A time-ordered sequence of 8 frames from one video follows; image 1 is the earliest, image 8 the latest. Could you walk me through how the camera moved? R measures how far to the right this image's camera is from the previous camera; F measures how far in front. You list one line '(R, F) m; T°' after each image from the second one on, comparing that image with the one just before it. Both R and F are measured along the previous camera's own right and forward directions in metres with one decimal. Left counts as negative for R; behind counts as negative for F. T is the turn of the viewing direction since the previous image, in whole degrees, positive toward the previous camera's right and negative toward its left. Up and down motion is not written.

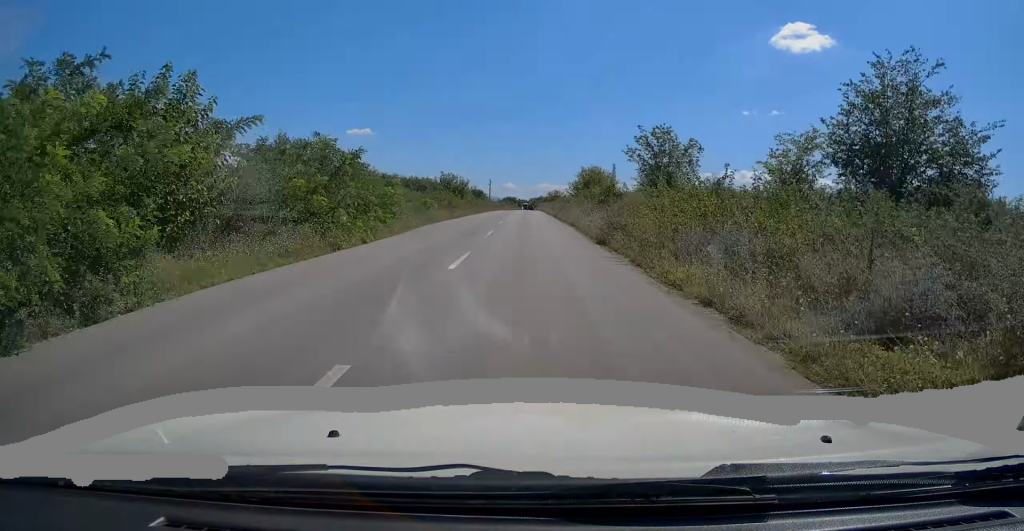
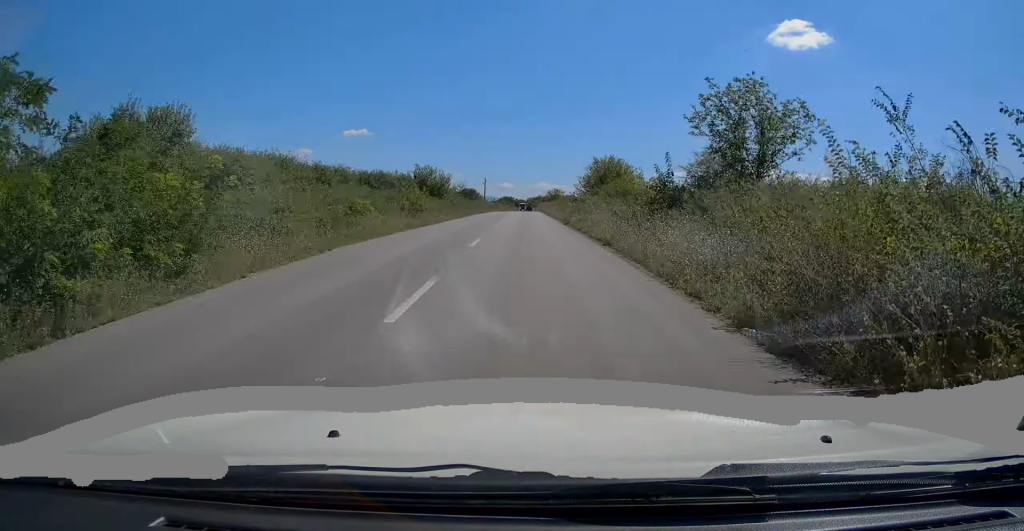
(0.0, +13.5) m; 0°
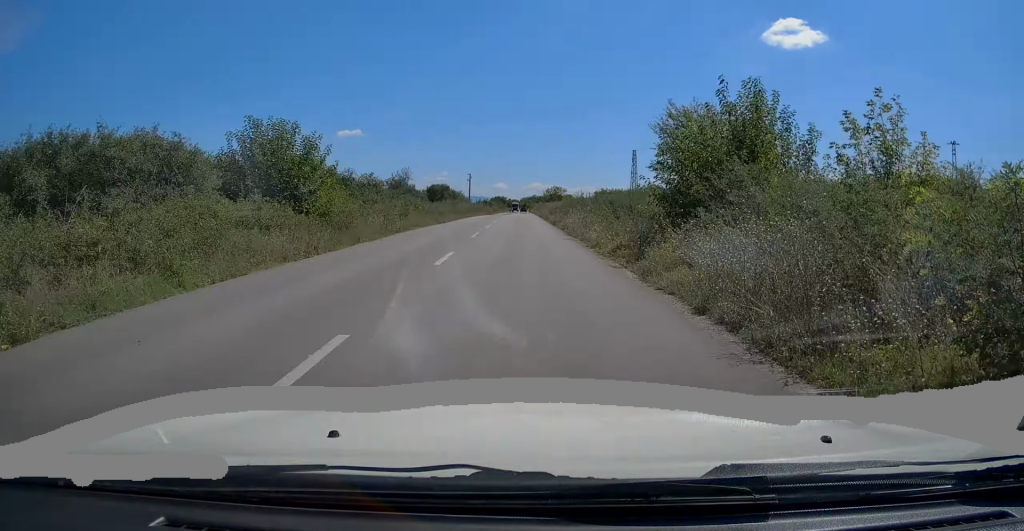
(-0.1, +30.5) m; 0°
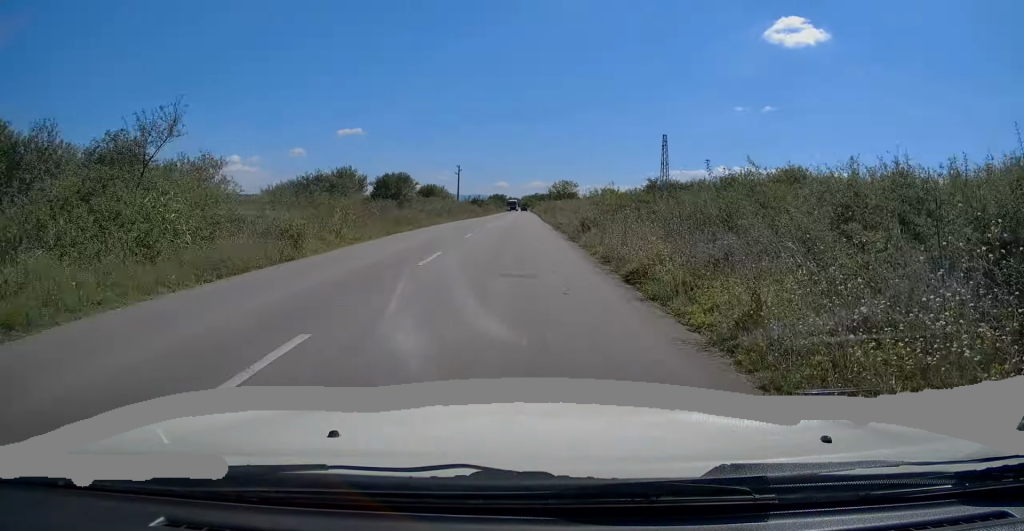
(0.0, +26.5) m; 0°
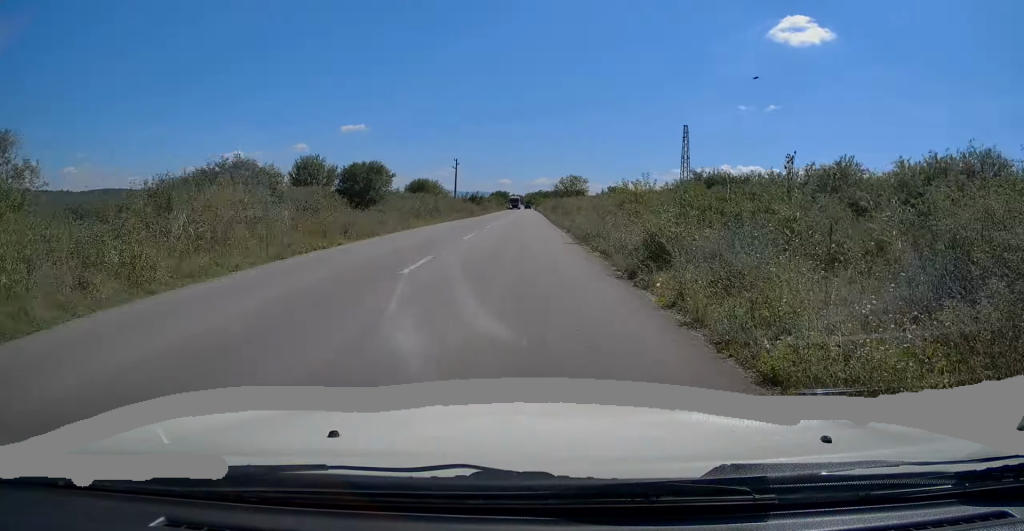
(0.0, +10.5) m; 0°
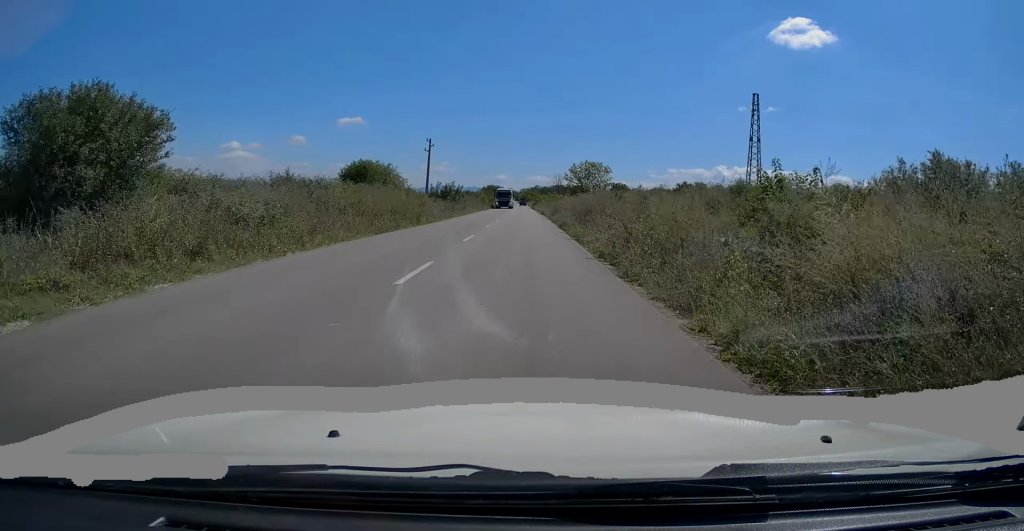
(0.0, +27.8) m; 0°
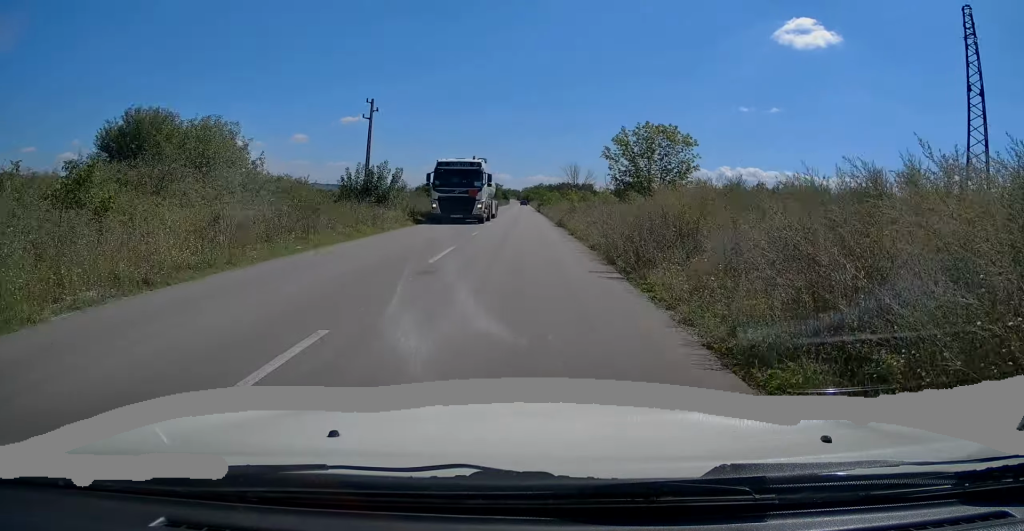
(+0.1, +32.4) m; 0°
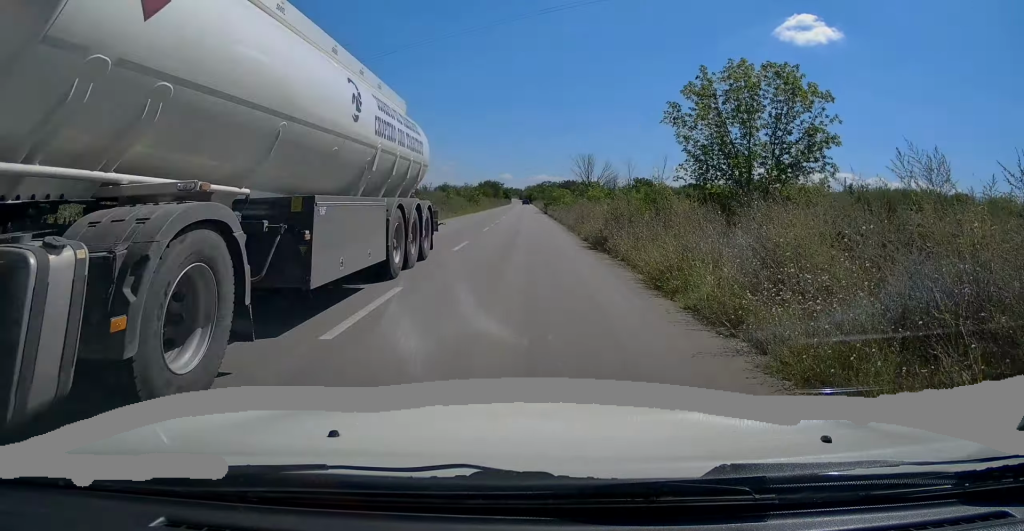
(0.0, +15.1) m; 0°
